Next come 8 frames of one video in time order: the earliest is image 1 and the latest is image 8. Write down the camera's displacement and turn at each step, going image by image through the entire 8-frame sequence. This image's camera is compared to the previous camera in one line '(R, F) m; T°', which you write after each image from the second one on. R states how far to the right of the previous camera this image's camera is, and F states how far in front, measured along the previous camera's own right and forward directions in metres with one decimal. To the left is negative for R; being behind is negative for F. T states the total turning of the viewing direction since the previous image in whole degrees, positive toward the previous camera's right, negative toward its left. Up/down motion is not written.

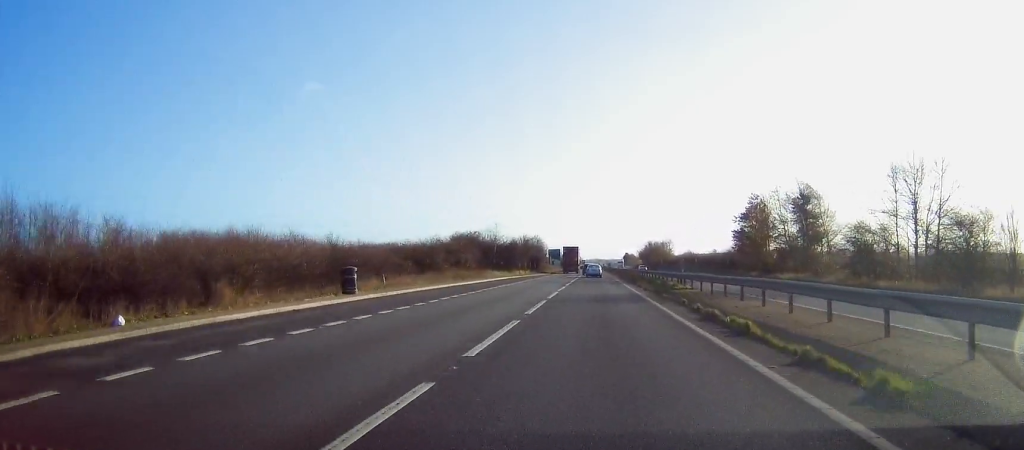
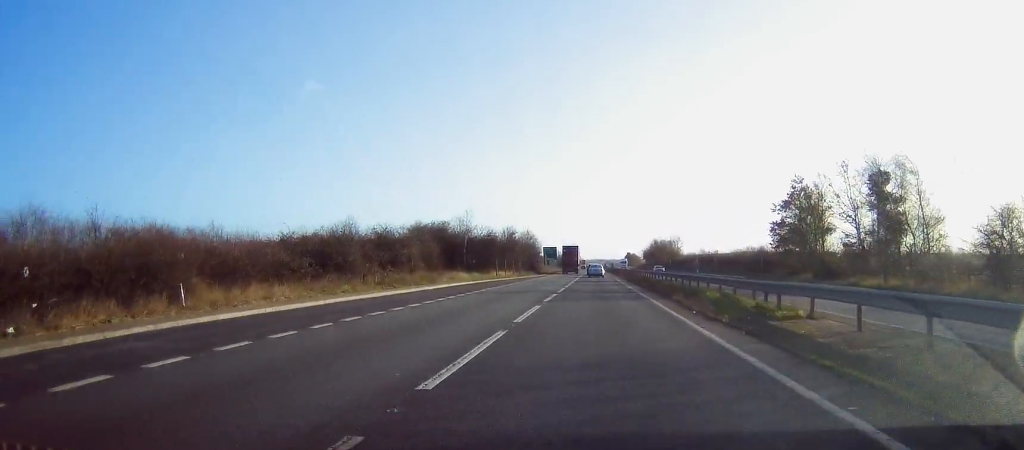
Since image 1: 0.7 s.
(+0.4, +20.8) m; +1°
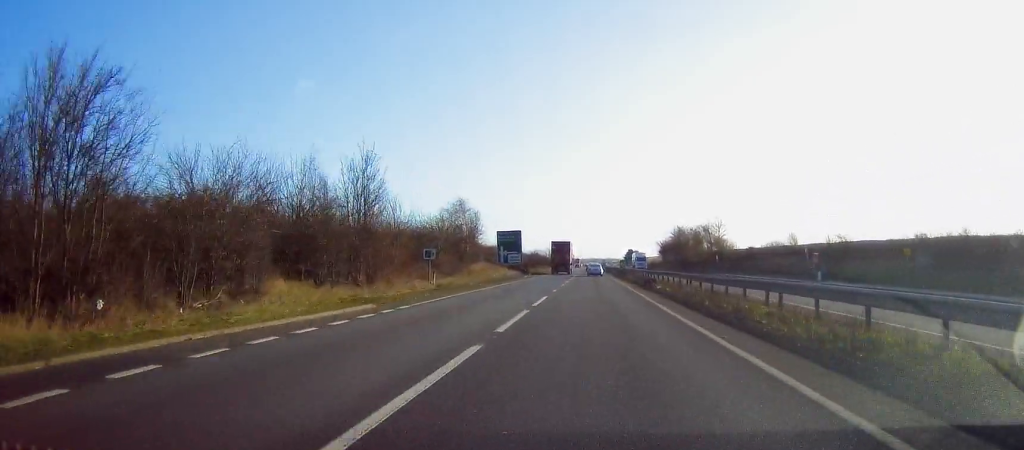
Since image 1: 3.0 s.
(+0.5, +74.0) m; -1°
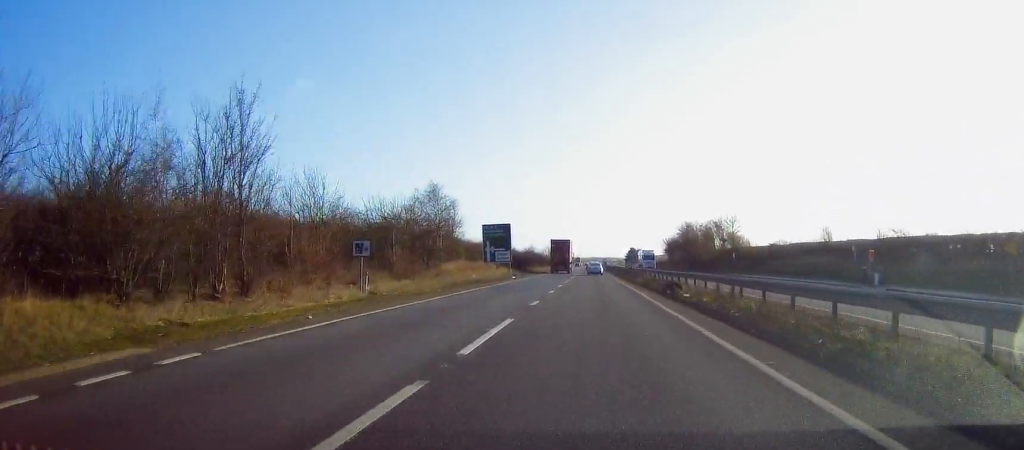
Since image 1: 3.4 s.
(-0.2, +12.5) m; 0°
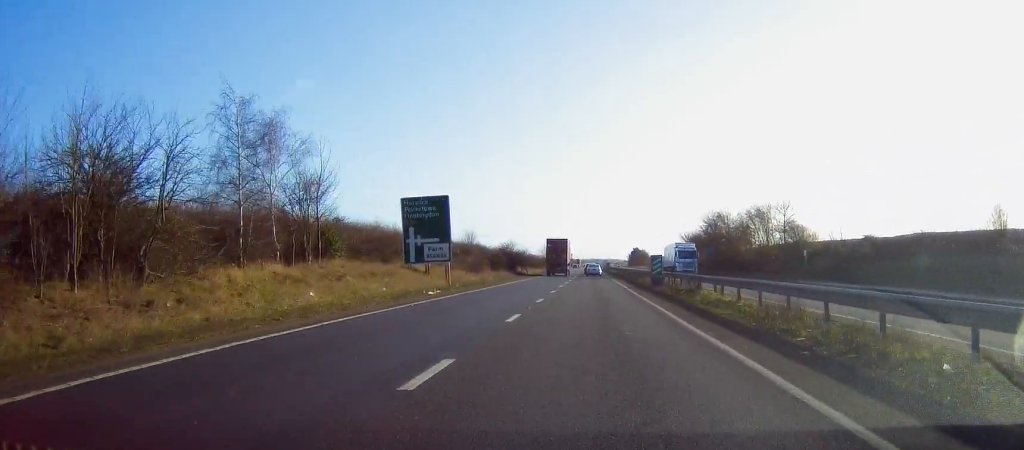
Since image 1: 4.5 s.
(0.0, +33.3) m; 0°
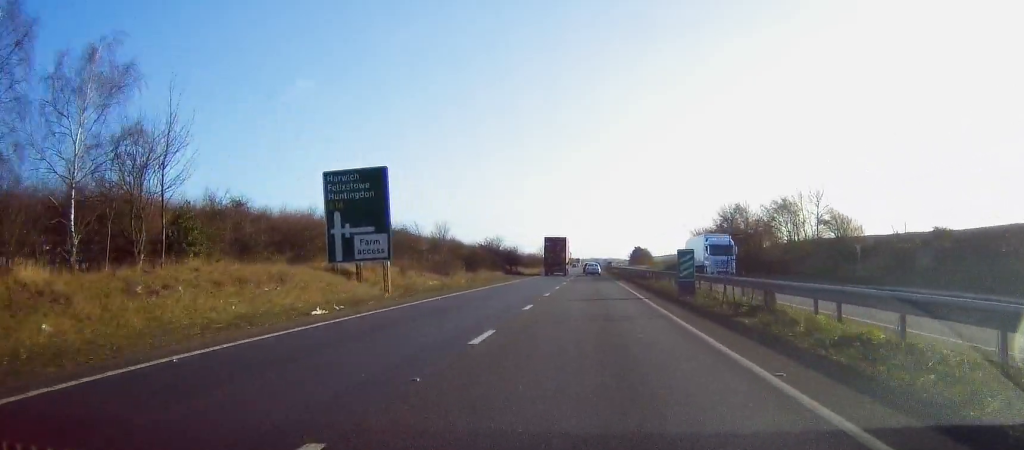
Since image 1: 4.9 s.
(+0.1, +13.5) m; 0°
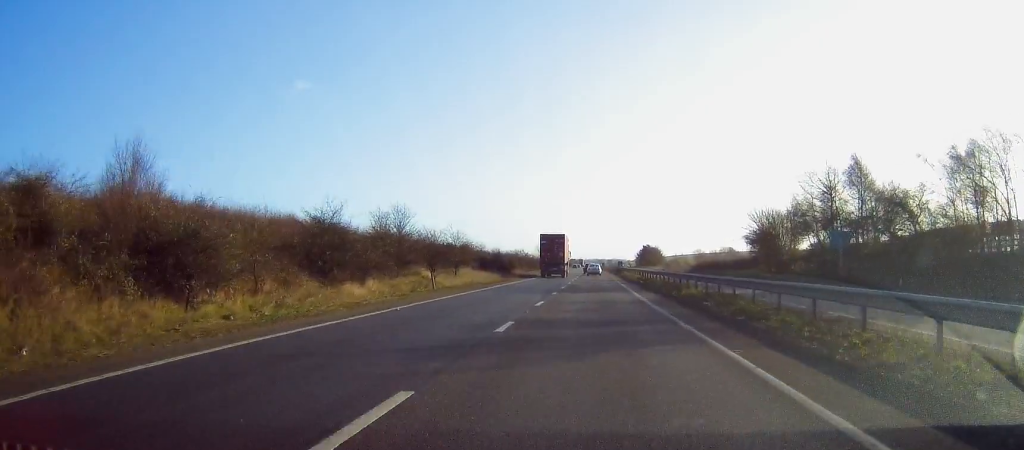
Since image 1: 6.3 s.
(-0.2, +42.7) m; -1°
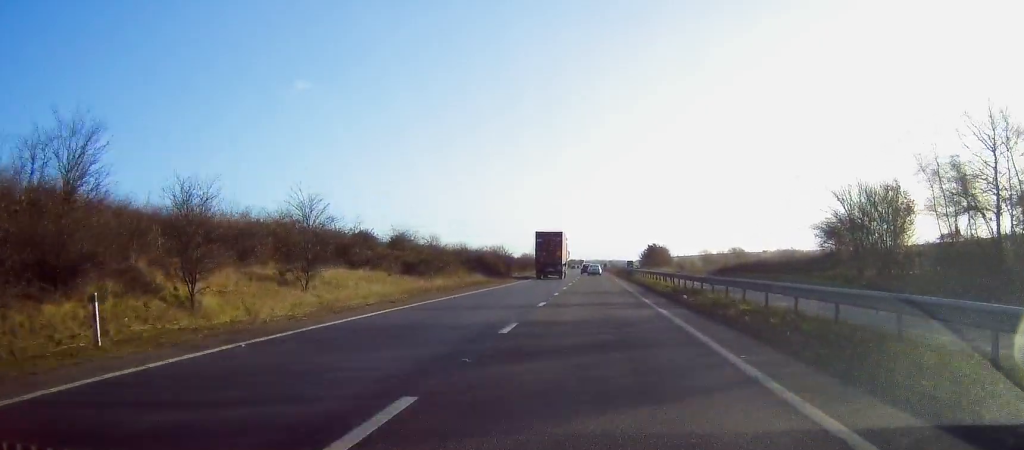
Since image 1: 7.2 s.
(-0.3, +27.1) m; 0°
